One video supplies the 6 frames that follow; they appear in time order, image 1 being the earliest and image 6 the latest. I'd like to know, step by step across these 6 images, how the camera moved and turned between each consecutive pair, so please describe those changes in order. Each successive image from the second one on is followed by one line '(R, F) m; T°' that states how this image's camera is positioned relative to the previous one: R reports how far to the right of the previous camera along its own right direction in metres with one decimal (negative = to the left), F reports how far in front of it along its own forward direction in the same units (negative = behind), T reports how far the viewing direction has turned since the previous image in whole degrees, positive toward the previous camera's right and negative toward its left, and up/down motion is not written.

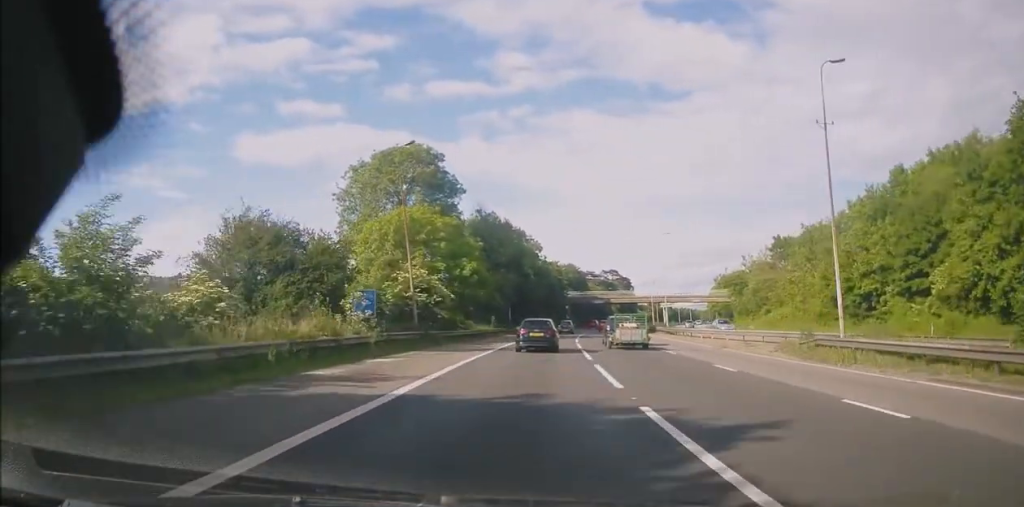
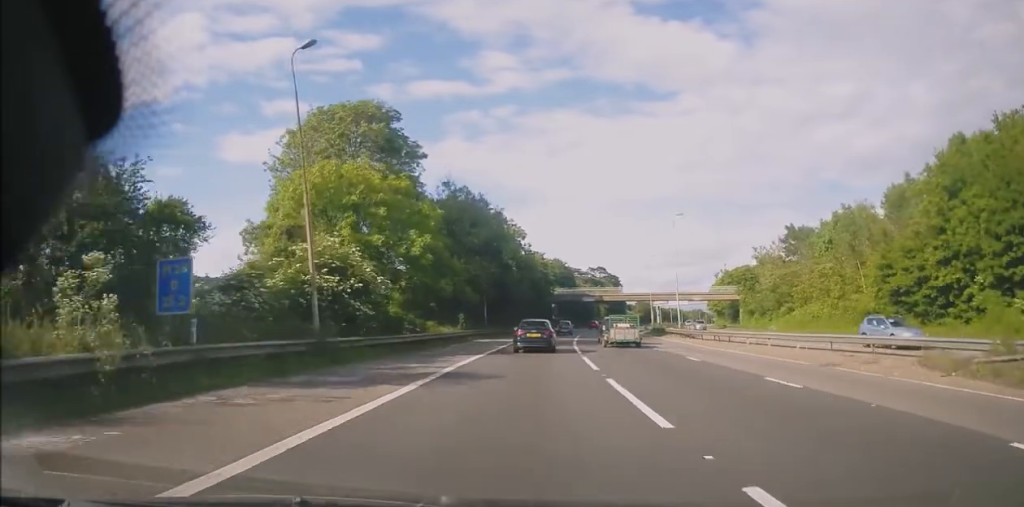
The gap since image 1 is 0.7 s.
(+0.1, +13.5) m; +1°
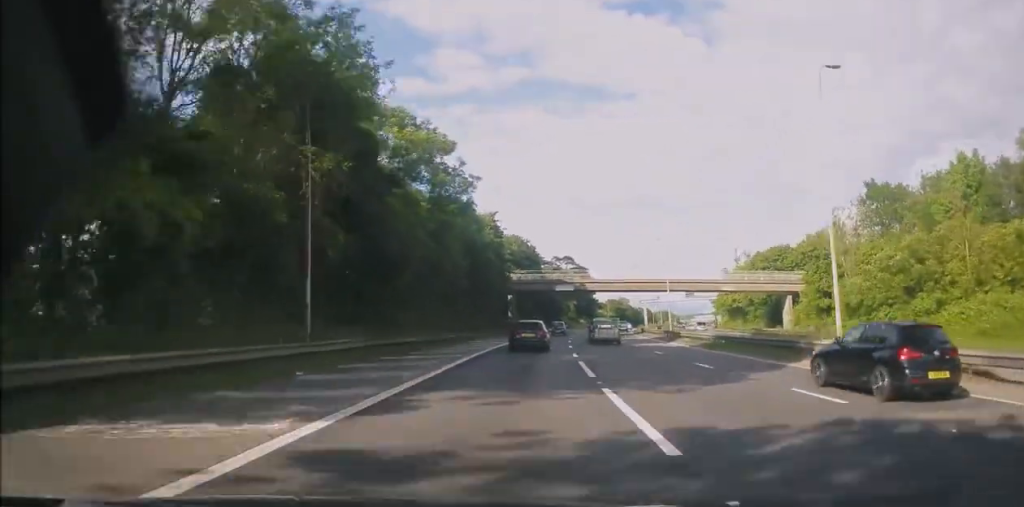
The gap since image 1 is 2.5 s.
(+1.5, +37.6) m; +5°
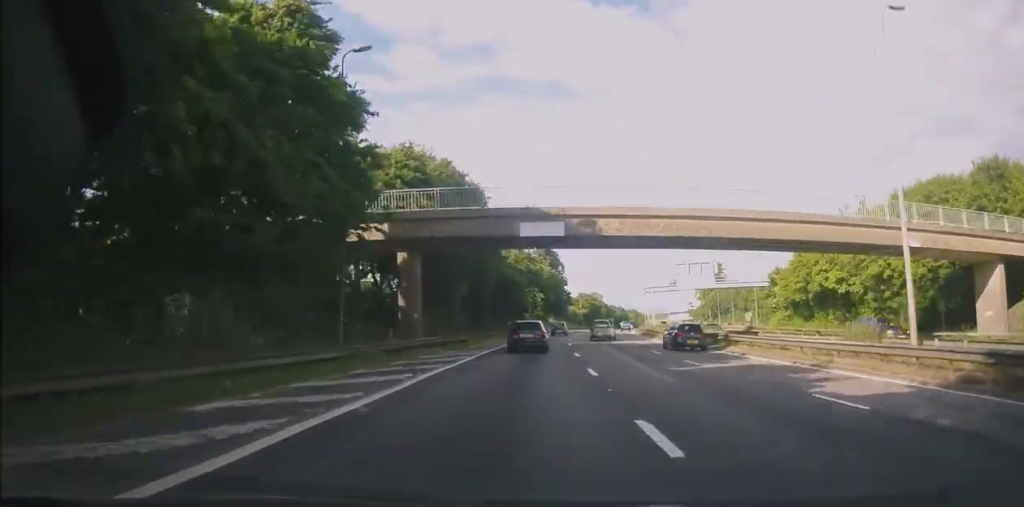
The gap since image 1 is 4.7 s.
(+1.6, +45.2) m; +3°
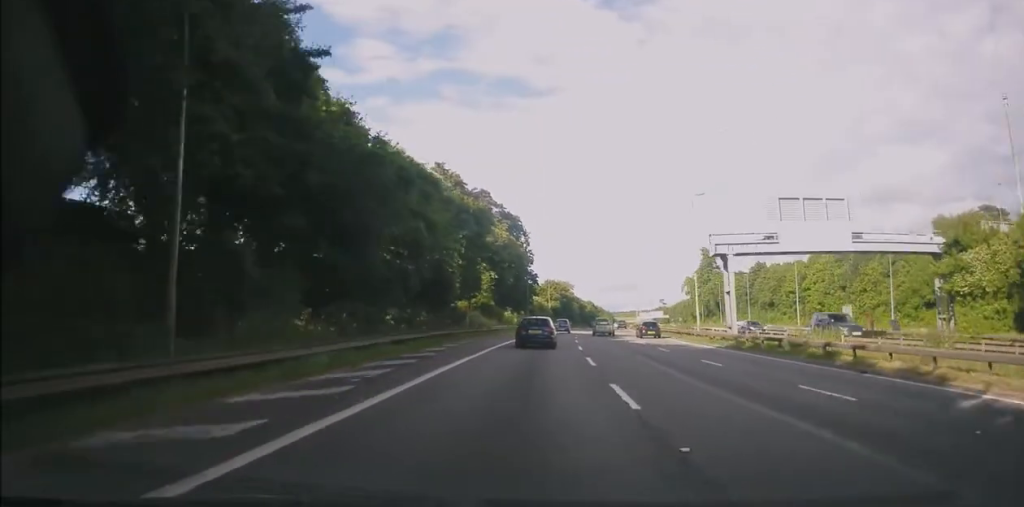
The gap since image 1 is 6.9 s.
(+1.7, +45.2) m; +3°
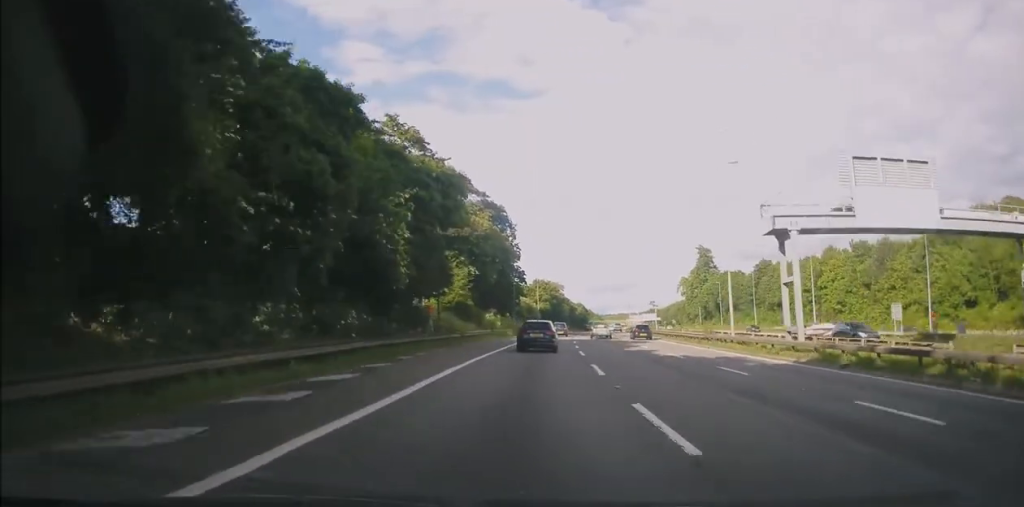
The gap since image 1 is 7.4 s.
(-0.2, +11.2) m; 0°
